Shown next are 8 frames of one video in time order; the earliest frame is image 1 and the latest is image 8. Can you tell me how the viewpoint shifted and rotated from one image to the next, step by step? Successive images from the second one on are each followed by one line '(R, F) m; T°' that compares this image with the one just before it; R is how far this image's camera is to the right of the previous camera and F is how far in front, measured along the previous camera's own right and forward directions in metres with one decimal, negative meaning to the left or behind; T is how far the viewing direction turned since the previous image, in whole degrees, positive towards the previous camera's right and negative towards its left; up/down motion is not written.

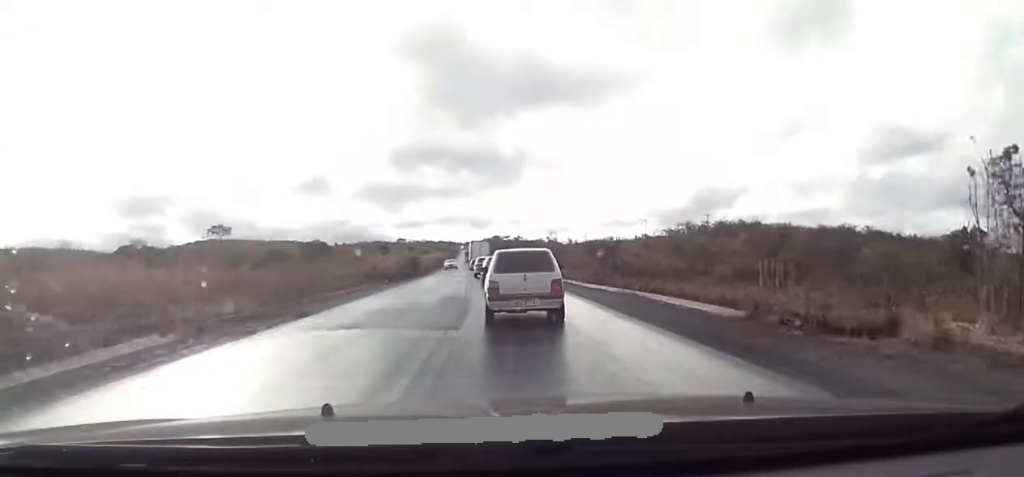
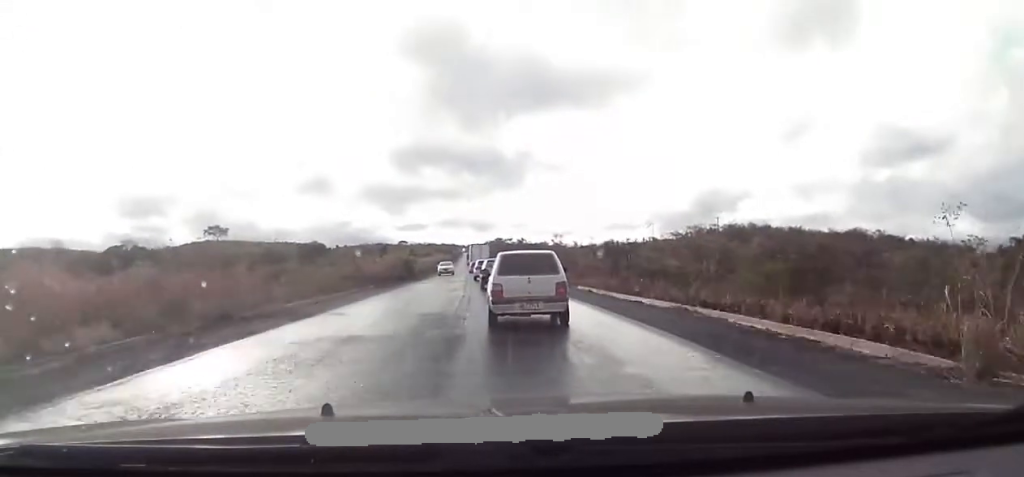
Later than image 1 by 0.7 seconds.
(0.0, +7.5) m; +1°
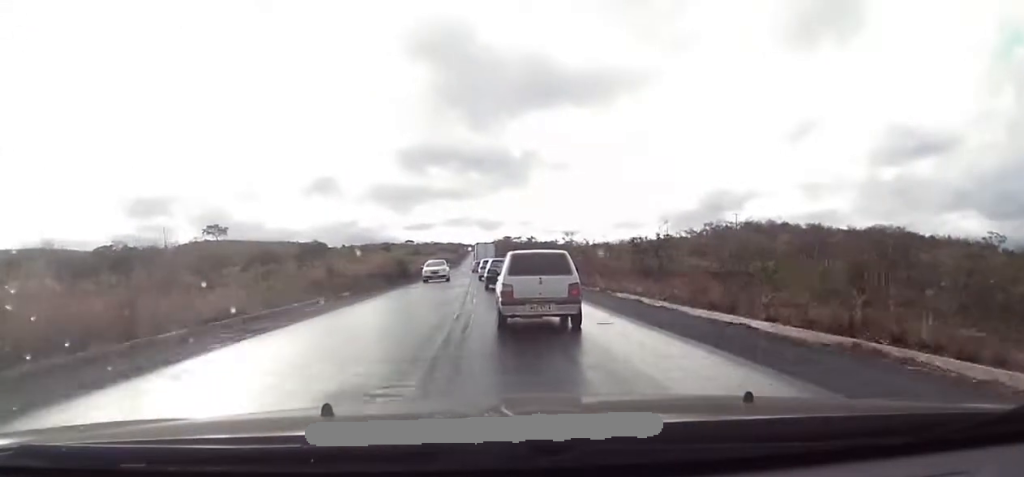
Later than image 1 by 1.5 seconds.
(+0.4, +9.7) m; -2°
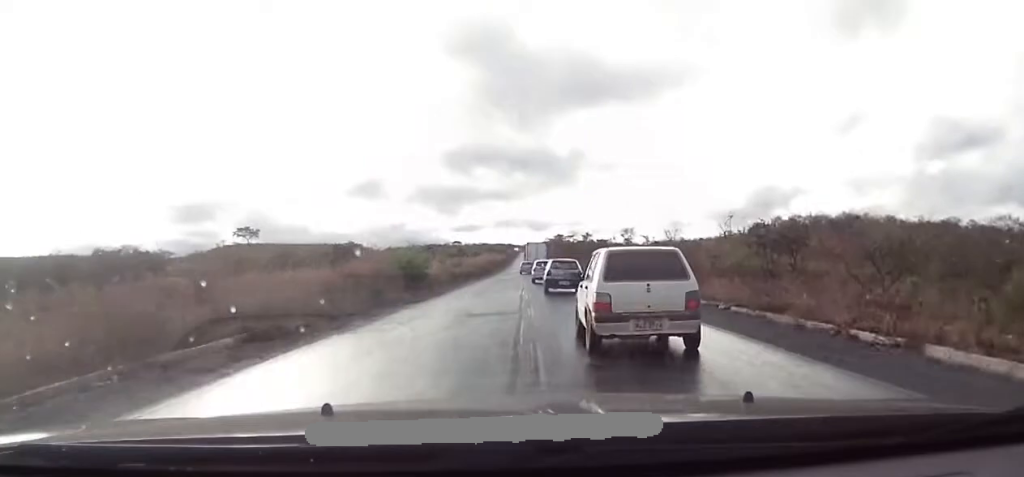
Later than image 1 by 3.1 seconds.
(-1.0, +18.4) m; -2°
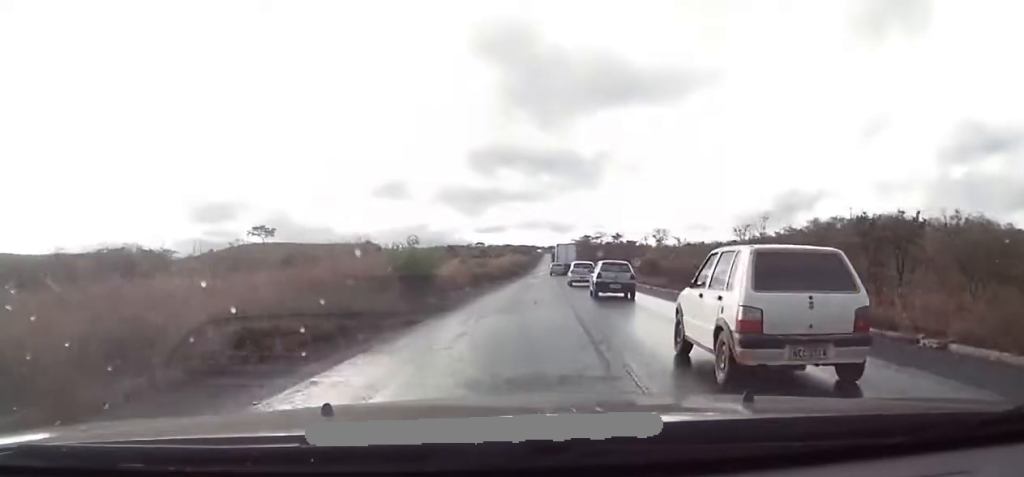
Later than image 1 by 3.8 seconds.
(+0.1, +8.9) m; 0°
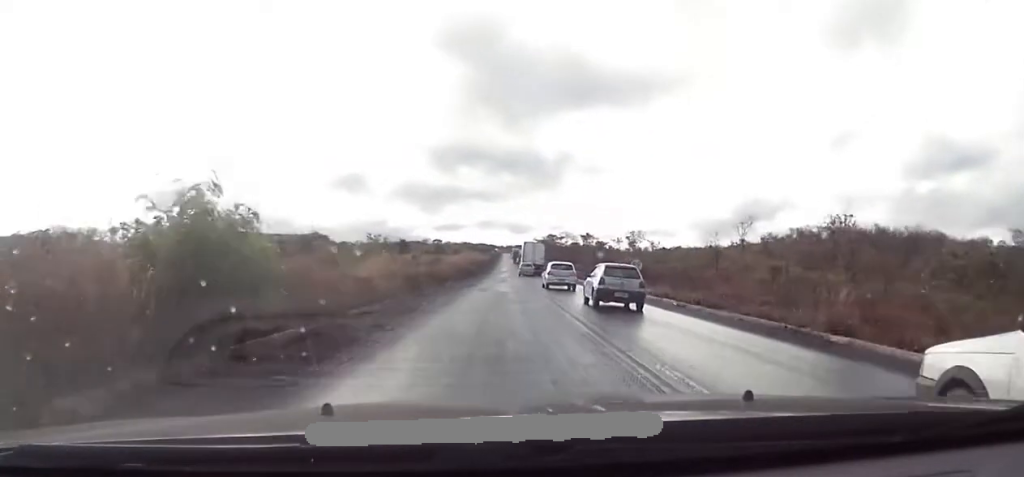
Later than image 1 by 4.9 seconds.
(-0.3, +15.2) m; -2°
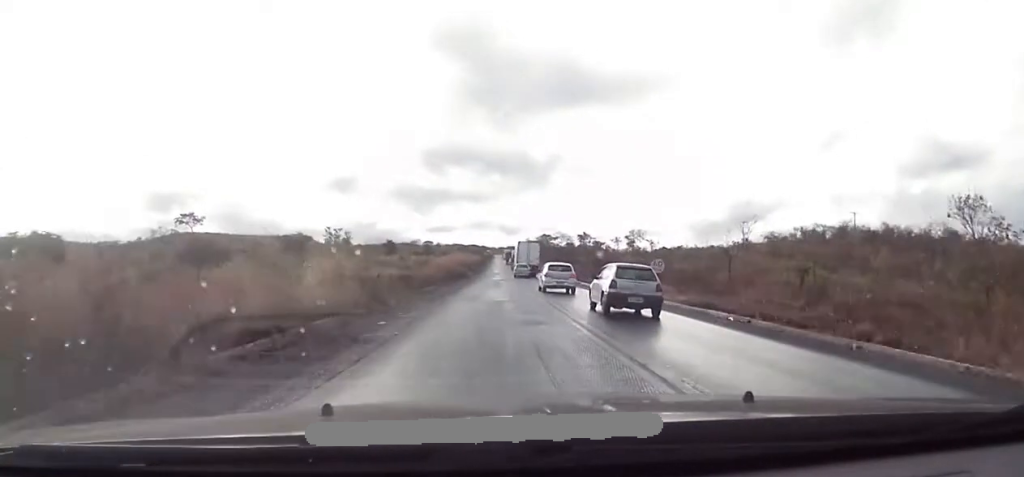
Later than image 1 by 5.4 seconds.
(+0.1, +7.8) m; -1°
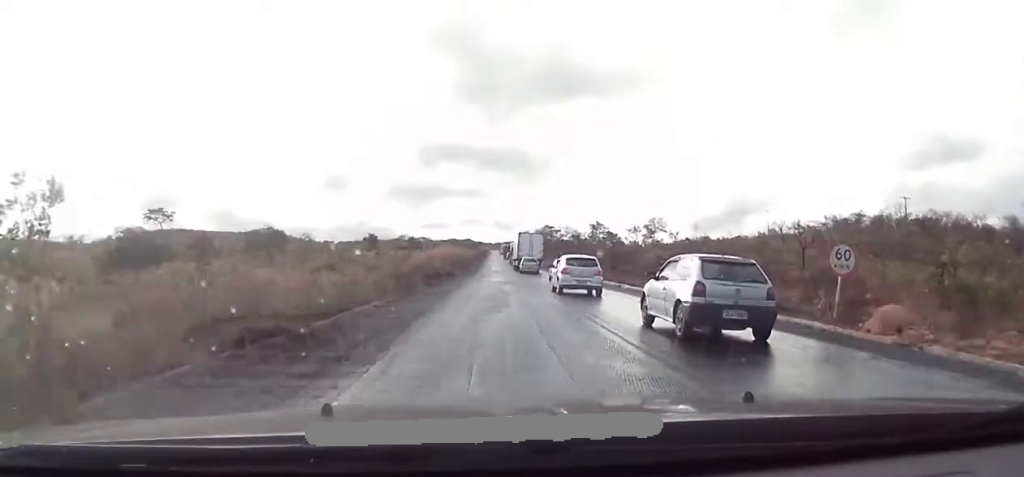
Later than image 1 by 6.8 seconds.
(-0.2, +21.7) m; +1°
